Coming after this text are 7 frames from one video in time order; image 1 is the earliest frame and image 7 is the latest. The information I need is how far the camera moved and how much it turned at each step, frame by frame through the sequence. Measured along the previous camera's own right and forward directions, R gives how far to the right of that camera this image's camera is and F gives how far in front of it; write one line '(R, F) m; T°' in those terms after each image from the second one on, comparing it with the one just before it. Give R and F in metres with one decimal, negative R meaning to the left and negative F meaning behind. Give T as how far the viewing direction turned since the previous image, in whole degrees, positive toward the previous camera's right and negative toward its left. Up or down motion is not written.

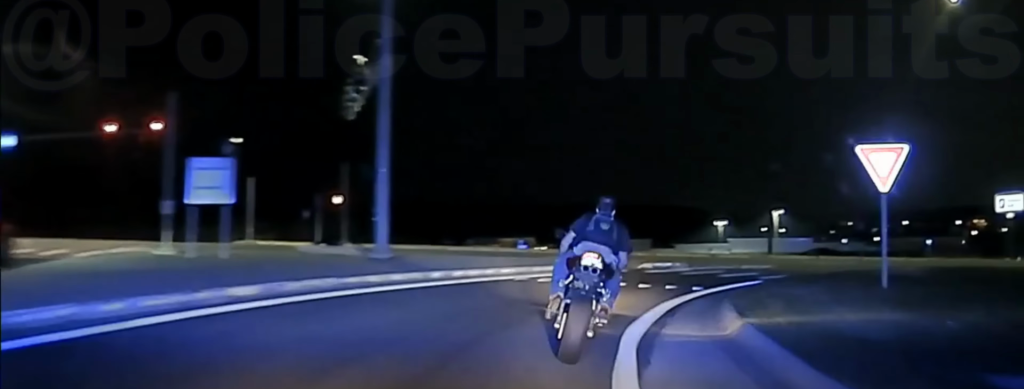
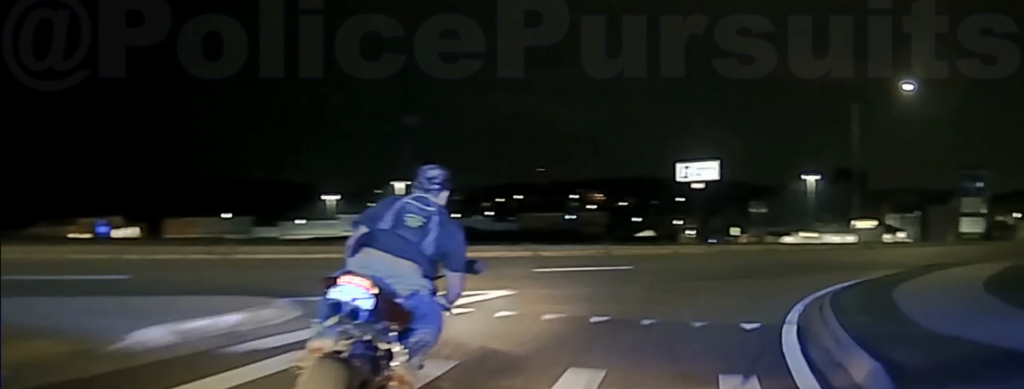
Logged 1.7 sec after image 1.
(+4.7, +18.6) m; +29°
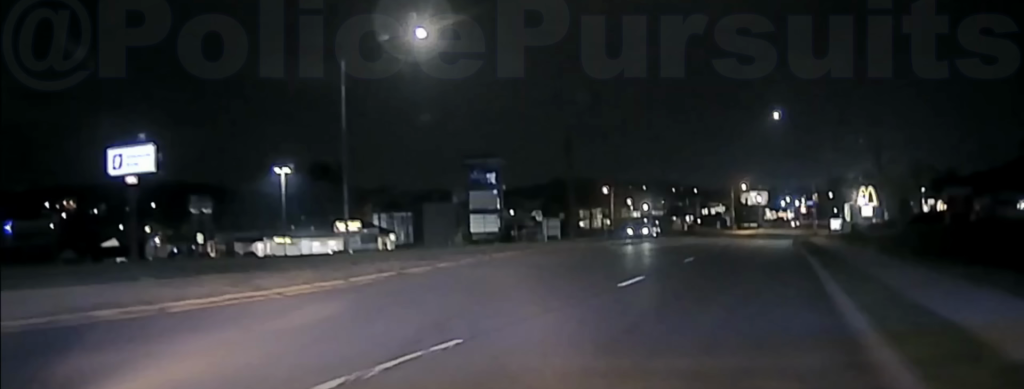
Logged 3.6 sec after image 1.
(+6.3, +20.0) m; +27°
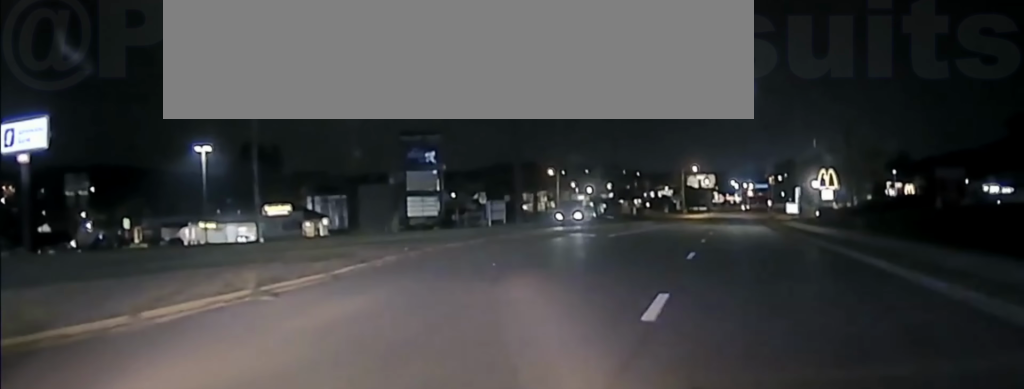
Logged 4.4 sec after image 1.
(+0.3, +8.0) m; +4°
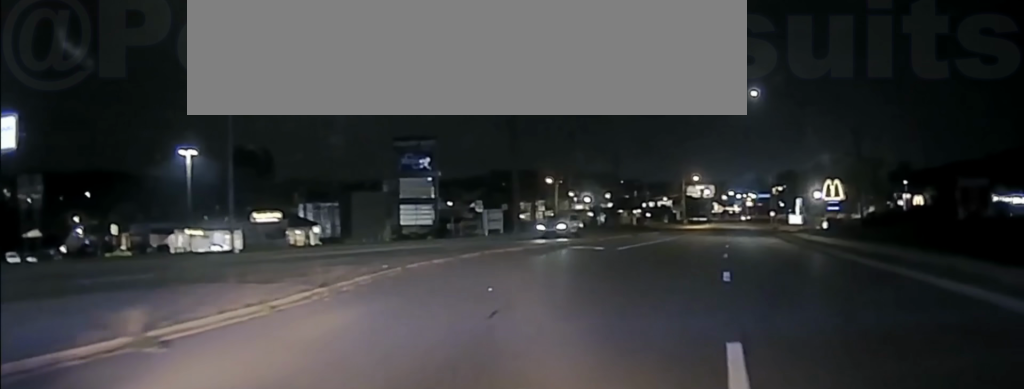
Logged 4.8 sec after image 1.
(-0.1, +4.7) m; +2°
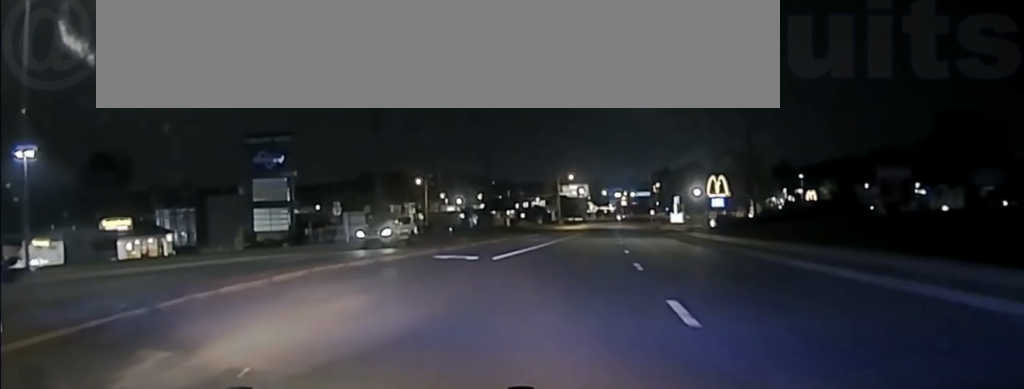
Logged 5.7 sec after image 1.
(+0.4, +8.9) m; +7°
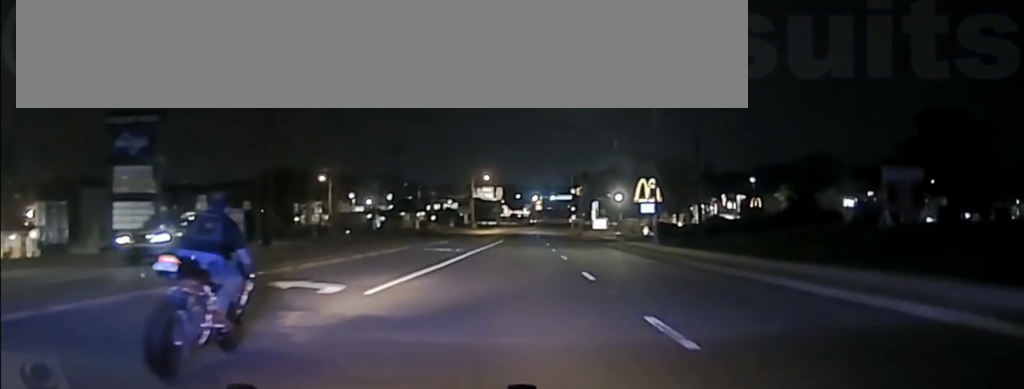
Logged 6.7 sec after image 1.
(+1.2, +13.5) m; +6°
